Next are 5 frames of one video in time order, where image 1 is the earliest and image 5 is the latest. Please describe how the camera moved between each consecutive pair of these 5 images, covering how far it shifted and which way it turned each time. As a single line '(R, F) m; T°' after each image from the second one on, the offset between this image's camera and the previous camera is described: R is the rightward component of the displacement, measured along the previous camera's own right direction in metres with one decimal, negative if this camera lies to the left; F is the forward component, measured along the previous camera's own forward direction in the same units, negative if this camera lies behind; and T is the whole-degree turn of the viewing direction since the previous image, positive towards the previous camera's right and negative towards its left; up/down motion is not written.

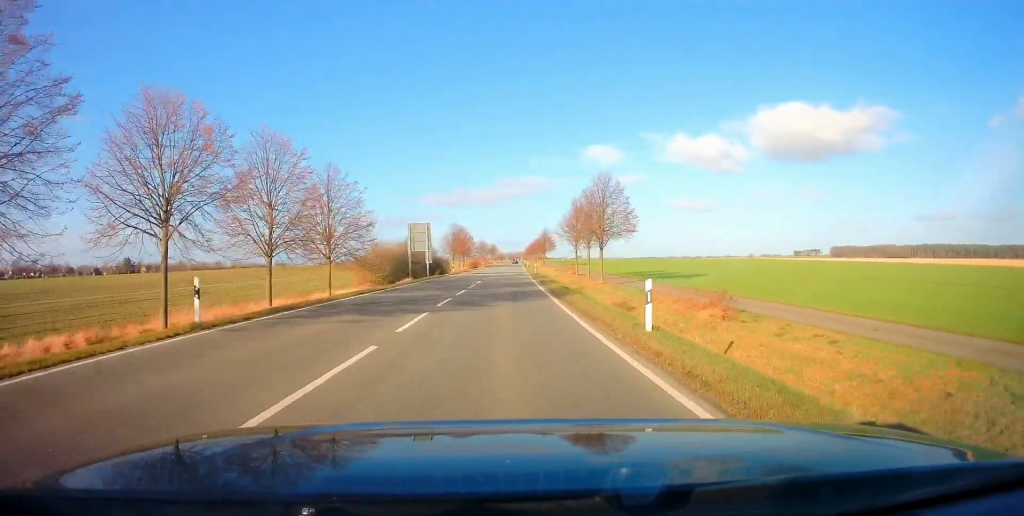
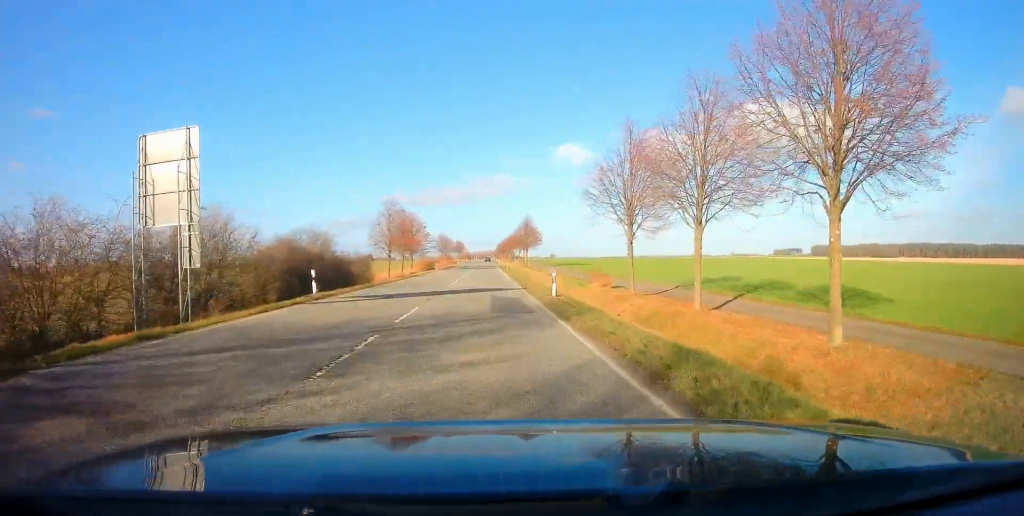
(+1.8, +40.2) m; +3°
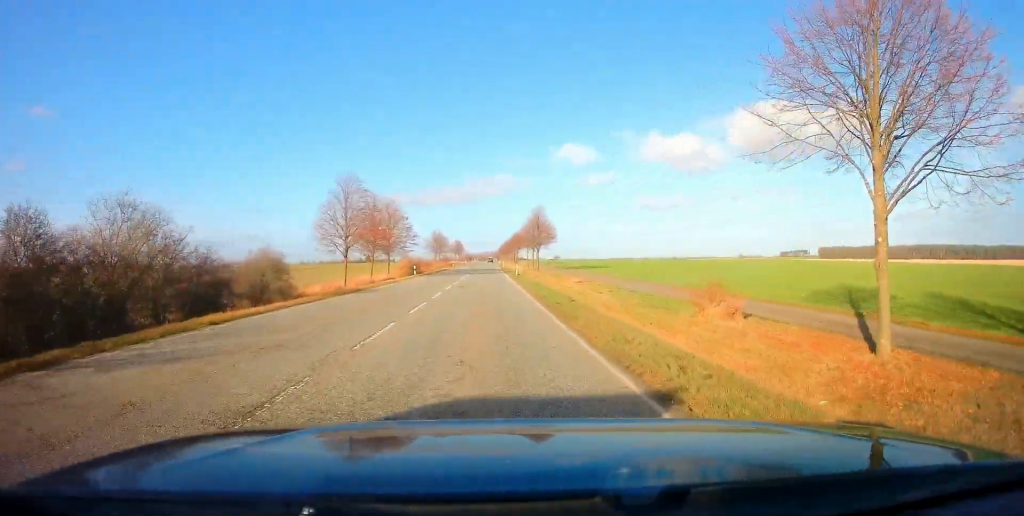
(-0.1, +21.4) m; 0°
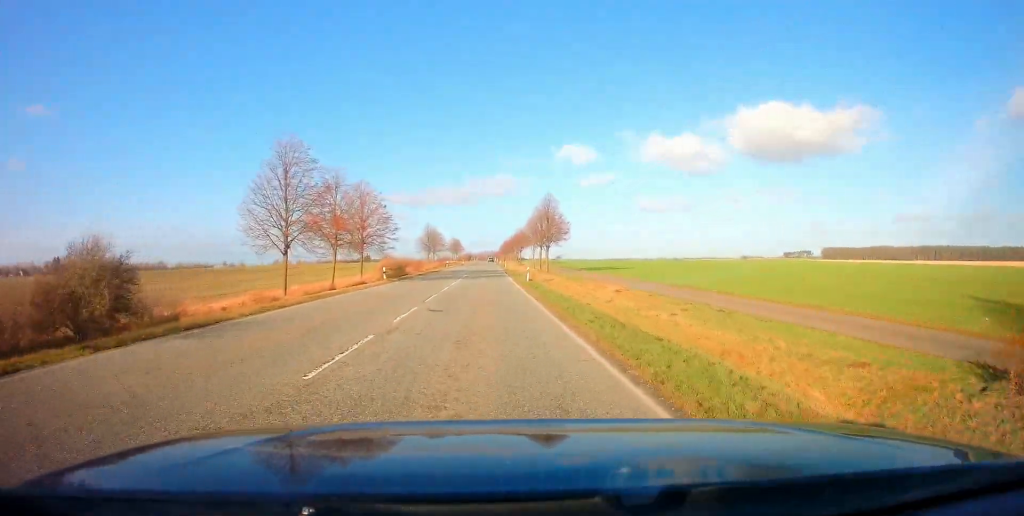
(0.0, +14.2) m; 0°
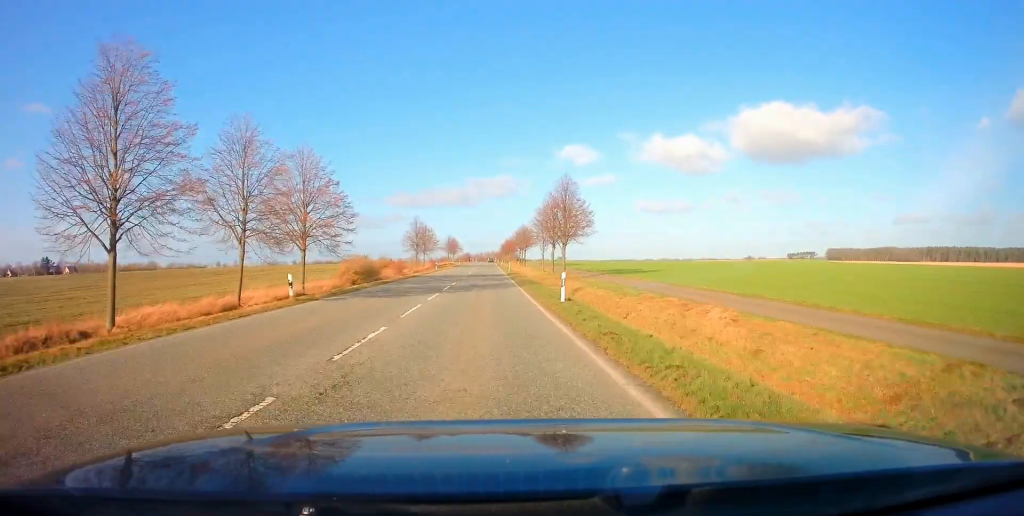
(0.0, +16.7) m; 0°
